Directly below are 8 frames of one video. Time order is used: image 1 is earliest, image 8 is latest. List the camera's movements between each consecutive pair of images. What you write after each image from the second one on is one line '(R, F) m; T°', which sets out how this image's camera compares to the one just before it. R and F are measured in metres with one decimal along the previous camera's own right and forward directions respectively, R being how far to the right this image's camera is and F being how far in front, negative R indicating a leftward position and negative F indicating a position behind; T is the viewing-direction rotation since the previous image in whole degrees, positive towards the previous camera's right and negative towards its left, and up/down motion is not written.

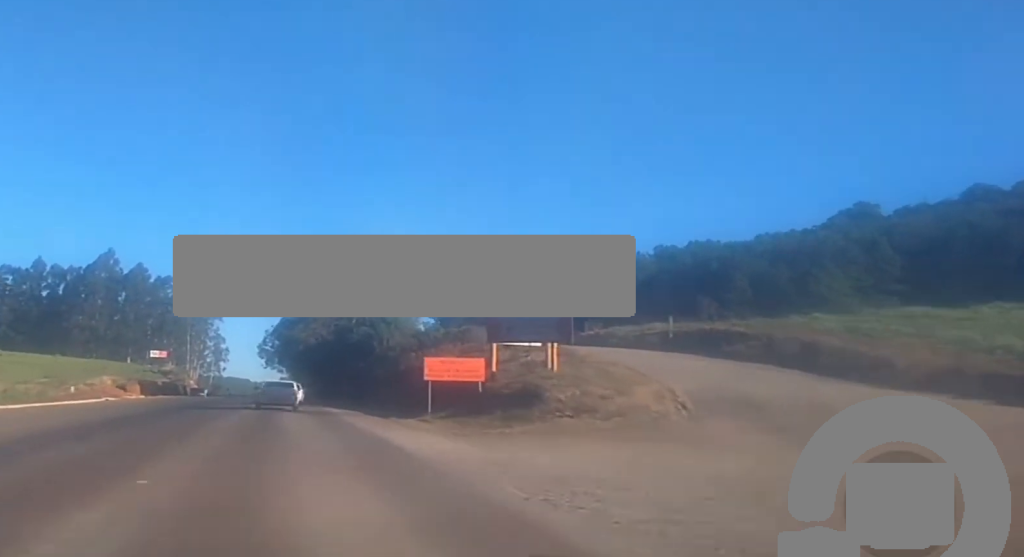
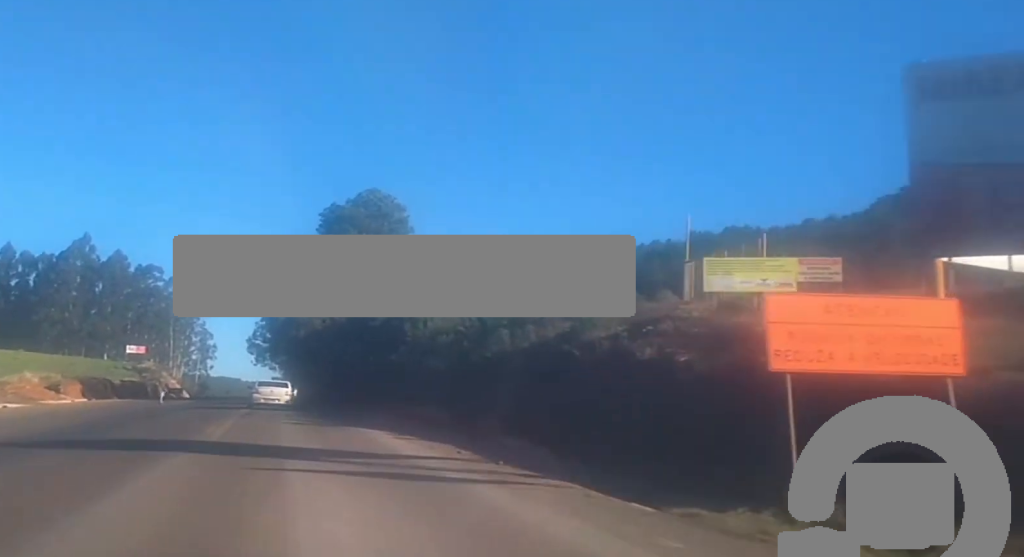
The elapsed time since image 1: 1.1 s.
(-0.3, +27.8) m; 0°
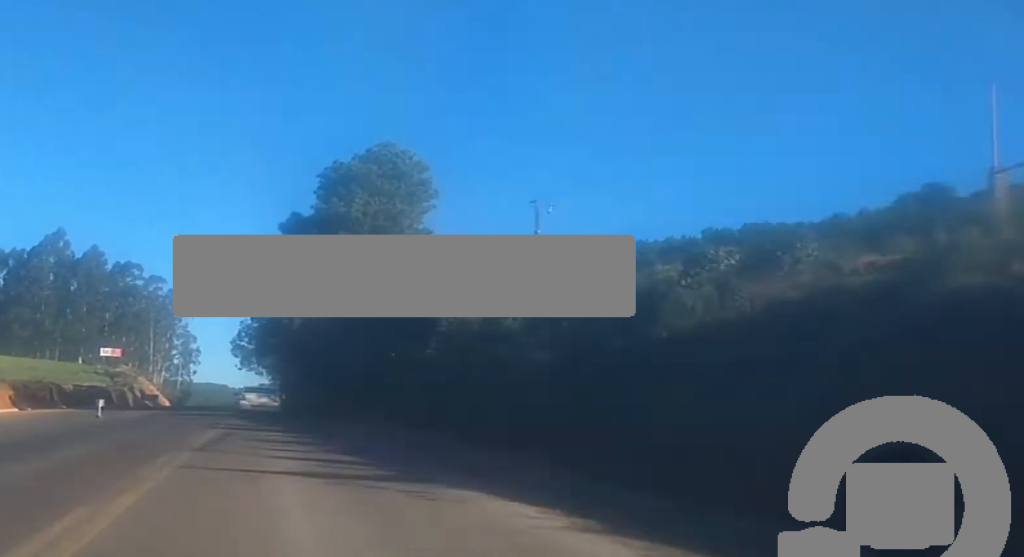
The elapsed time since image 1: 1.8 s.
(+0.2, +16.6) m; +1°
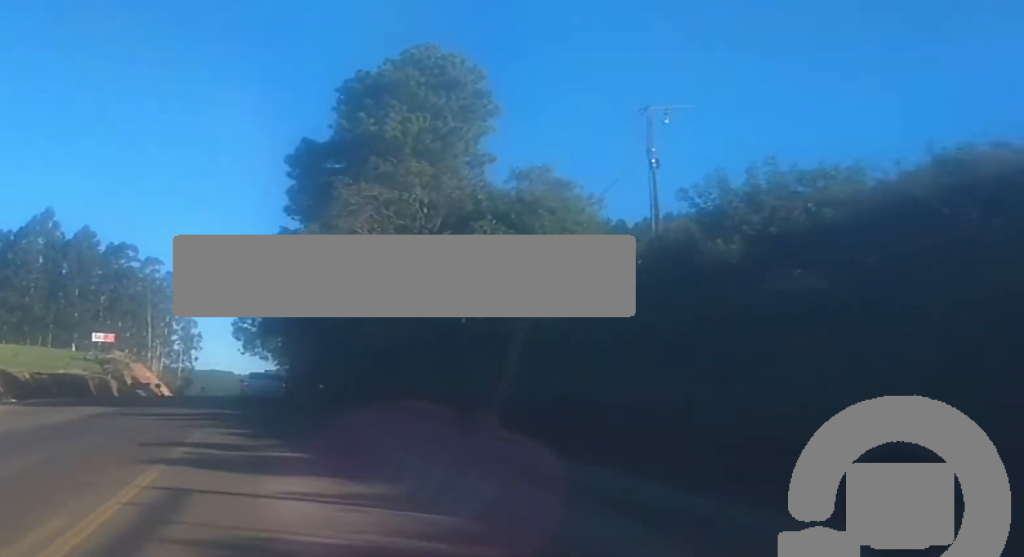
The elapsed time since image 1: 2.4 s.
(+0.3, +16.4) m; +1°
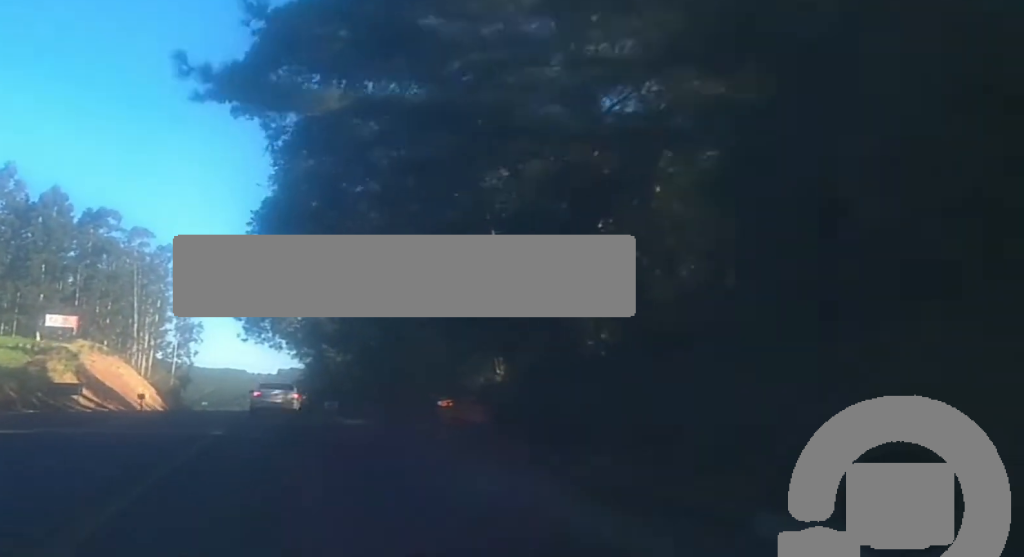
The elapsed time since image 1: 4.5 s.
(+0.2, +49.8) m; -1°
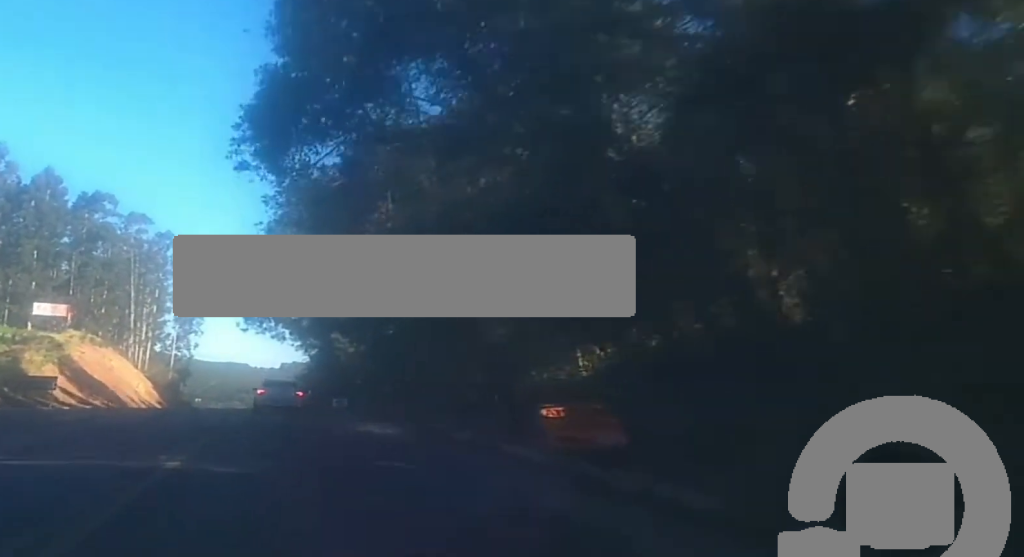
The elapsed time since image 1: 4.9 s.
(-0.1, +9.3) m; 0°
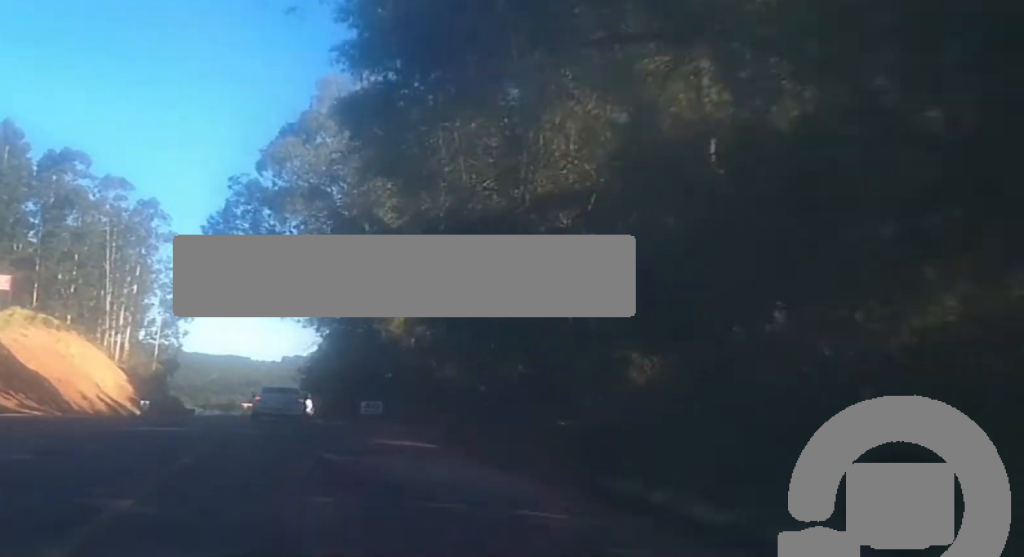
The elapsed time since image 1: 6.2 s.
(-0.2, +28.3) m; 0°
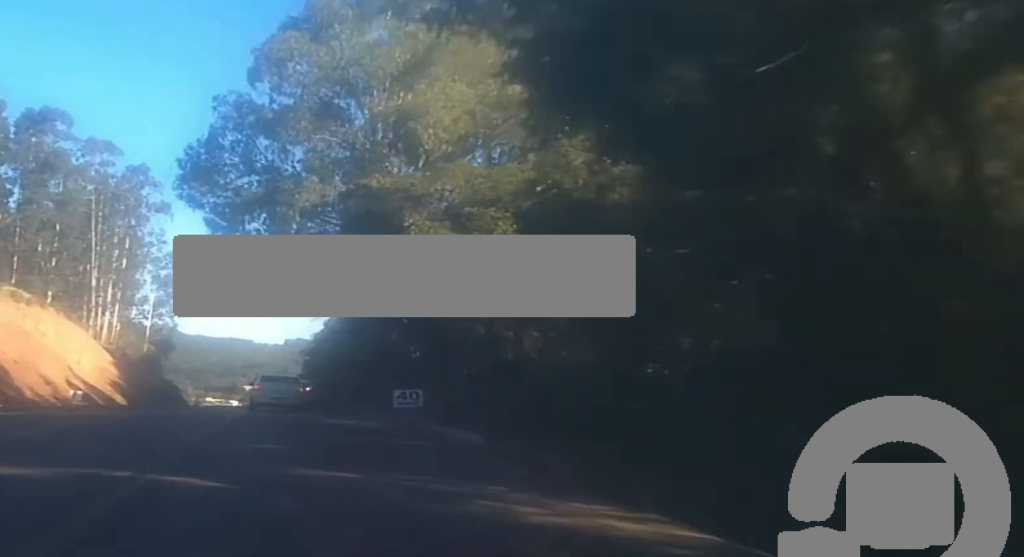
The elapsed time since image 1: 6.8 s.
(0.0, +15.1) m; 0°
